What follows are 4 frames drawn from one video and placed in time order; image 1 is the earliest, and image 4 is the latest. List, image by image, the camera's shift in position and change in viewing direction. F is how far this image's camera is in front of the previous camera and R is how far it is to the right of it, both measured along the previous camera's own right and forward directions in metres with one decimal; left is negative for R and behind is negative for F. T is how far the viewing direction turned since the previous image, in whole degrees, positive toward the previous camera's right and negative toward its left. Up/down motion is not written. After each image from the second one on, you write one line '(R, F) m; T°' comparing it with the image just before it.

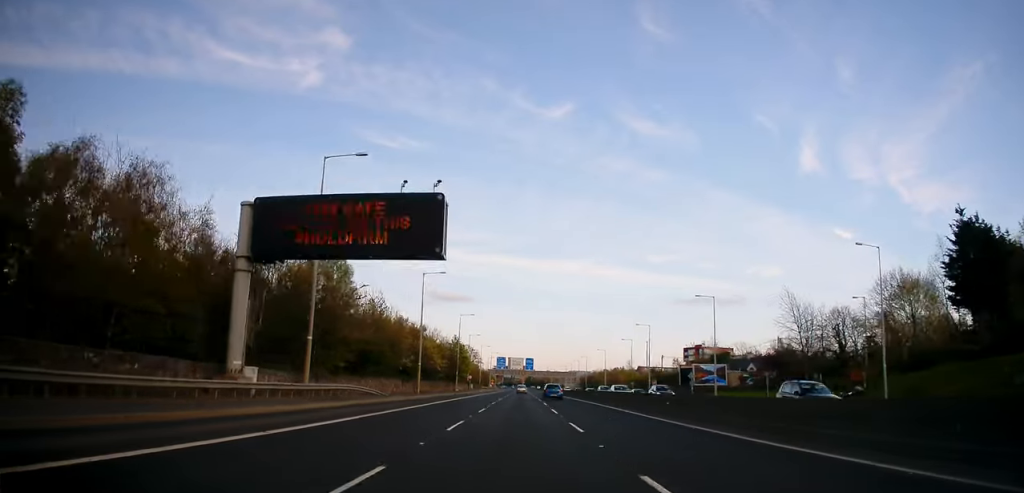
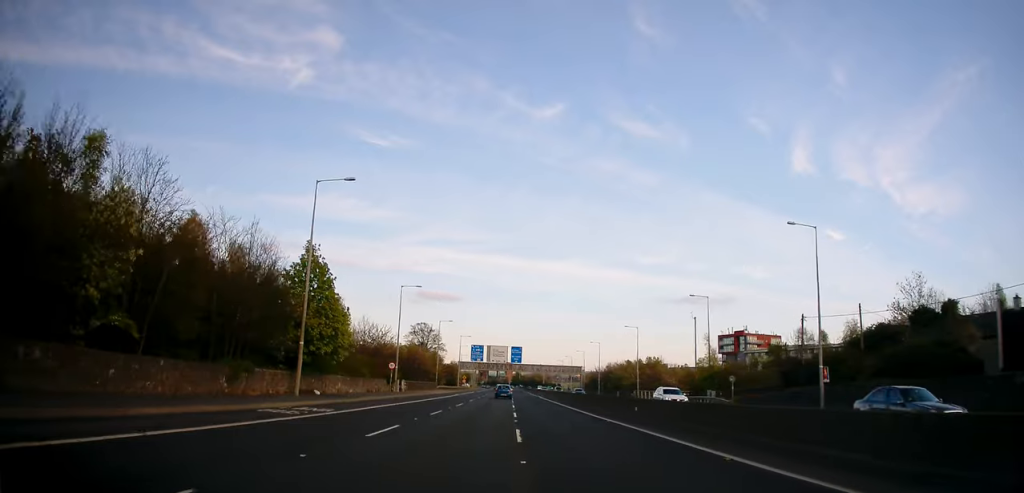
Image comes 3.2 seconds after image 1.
(-0.4, +73.7) m; -1°
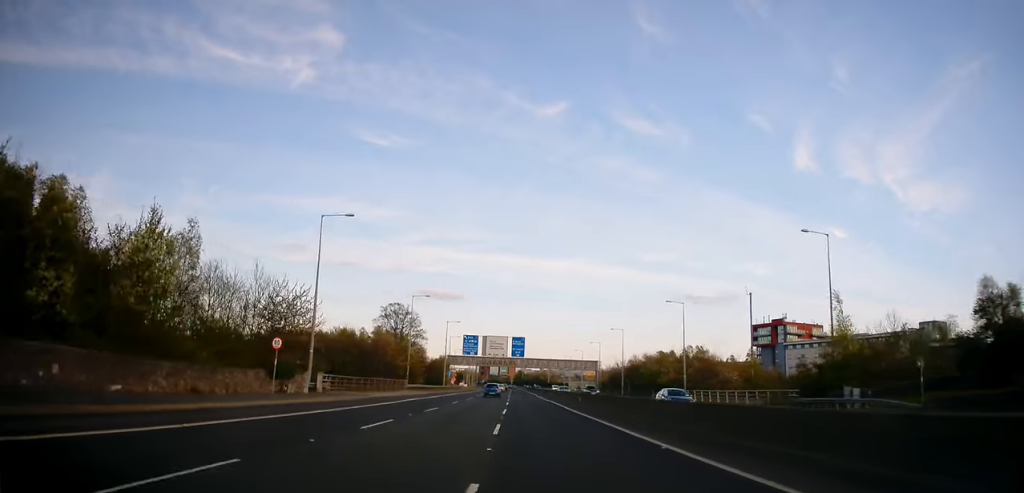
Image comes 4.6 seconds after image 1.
(-0.4, +33.9) m; 0°
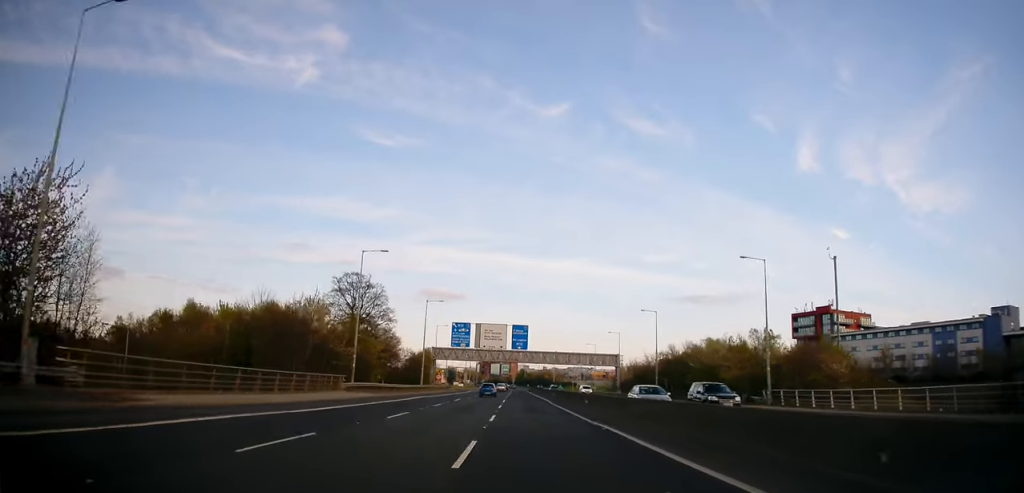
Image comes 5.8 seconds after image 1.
(+0.2, +30.6) m; 0°
